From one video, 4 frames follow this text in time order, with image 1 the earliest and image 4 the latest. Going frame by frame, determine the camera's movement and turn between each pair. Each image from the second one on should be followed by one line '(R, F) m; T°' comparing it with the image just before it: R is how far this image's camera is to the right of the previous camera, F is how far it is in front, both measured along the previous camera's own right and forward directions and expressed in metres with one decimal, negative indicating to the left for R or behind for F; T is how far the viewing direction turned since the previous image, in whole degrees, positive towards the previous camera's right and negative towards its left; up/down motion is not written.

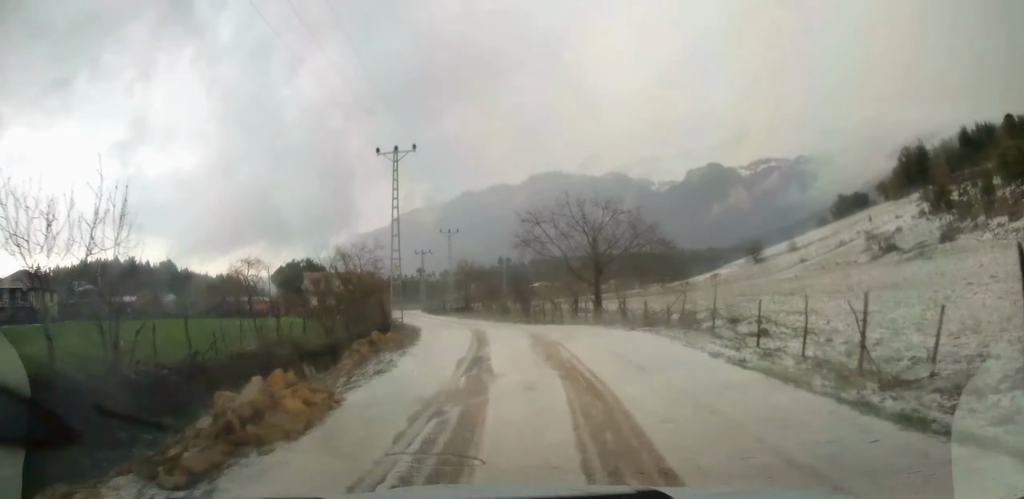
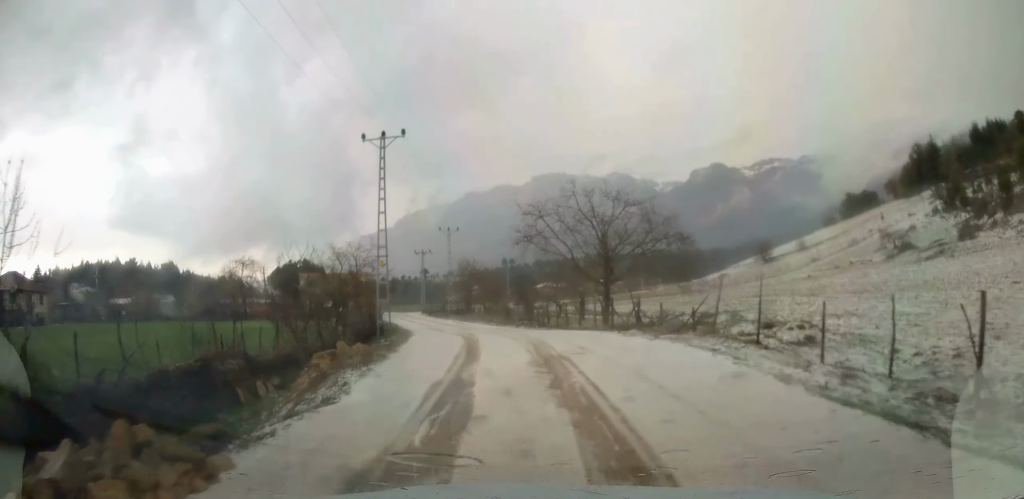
(-0.1, +3.2) m; 0°
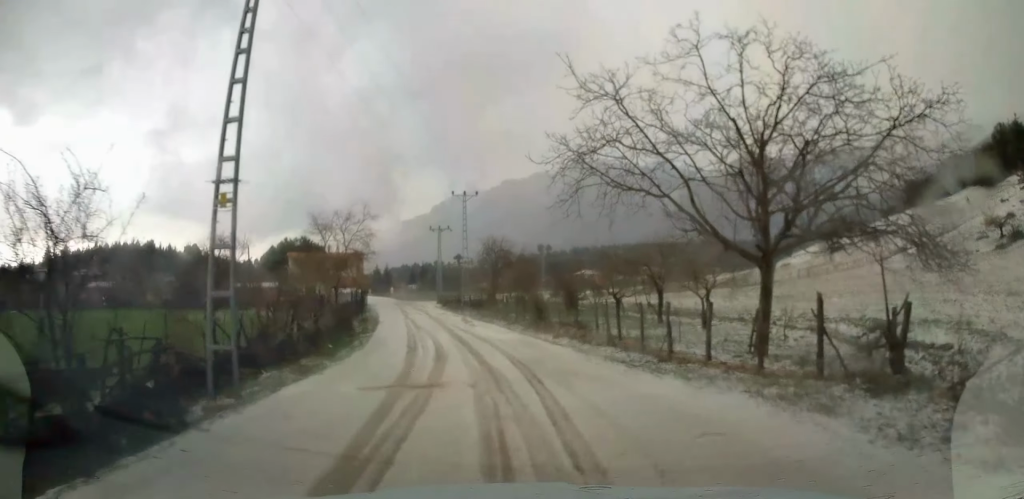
(0.0, +17.2) m; -2°
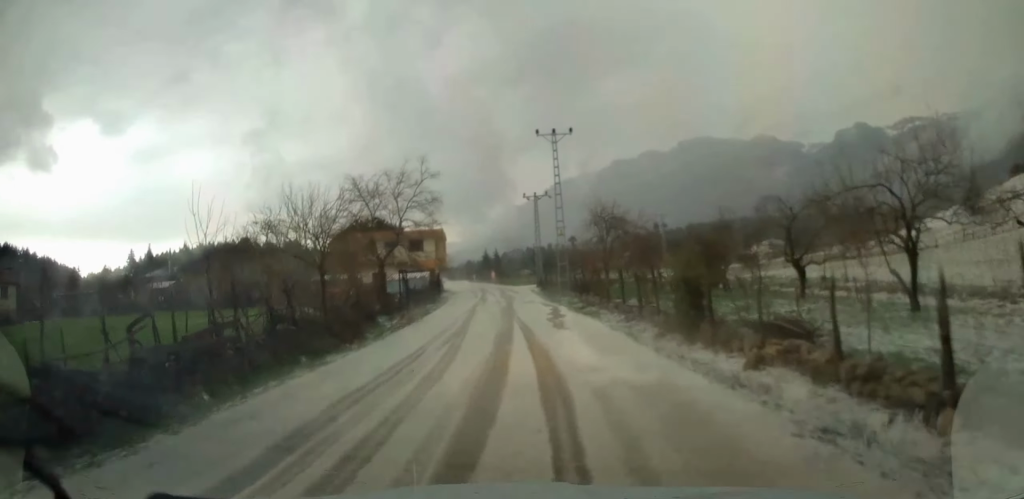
(-1.1, +14.6) m; -13°
